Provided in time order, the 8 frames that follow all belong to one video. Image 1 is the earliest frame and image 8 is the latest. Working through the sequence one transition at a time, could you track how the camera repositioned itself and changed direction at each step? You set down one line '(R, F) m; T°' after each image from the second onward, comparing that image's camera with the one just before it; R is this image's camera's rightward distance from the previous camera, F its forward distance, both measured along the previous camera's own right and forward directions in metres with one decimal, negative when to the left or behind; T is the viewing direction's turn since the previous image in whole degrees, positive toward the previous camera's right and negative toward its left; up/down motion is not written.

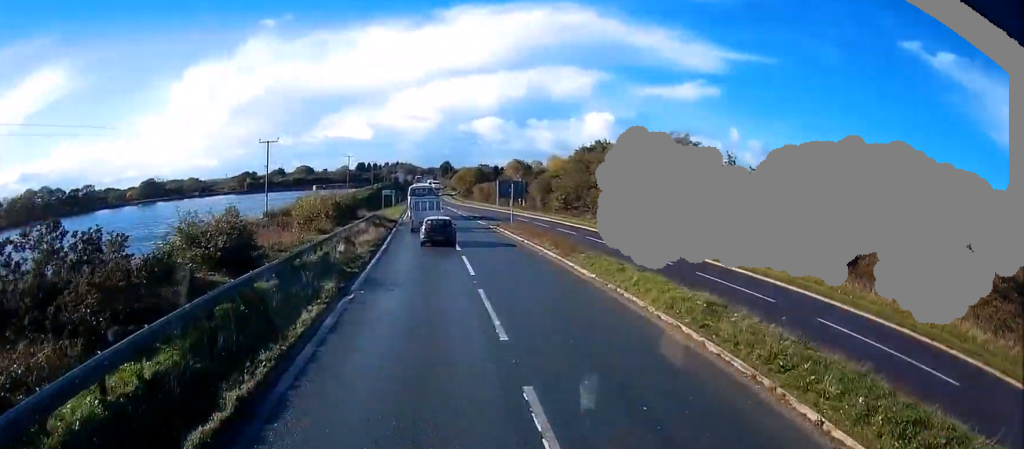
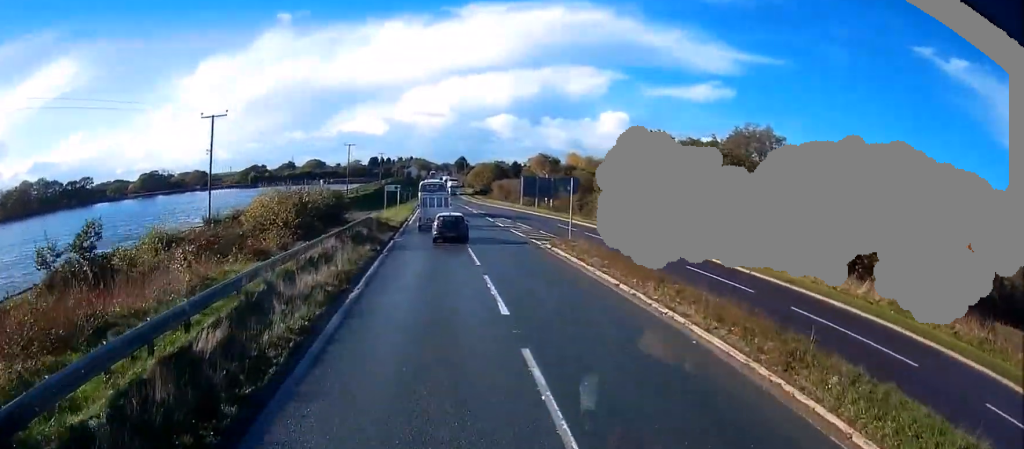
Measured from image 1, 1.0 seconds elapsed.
(-0.8, +15.2) m; -3°
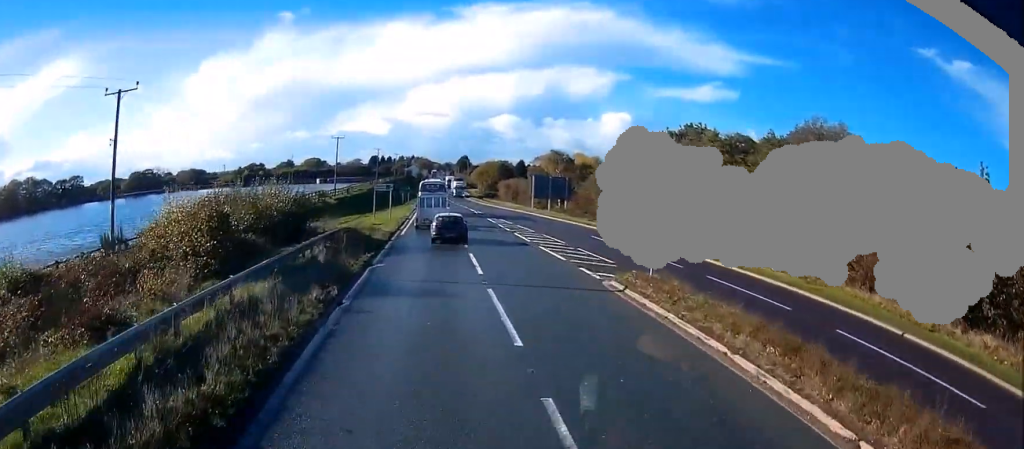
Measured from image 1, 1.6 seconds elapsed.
(0.0, +10.8) m; 0°
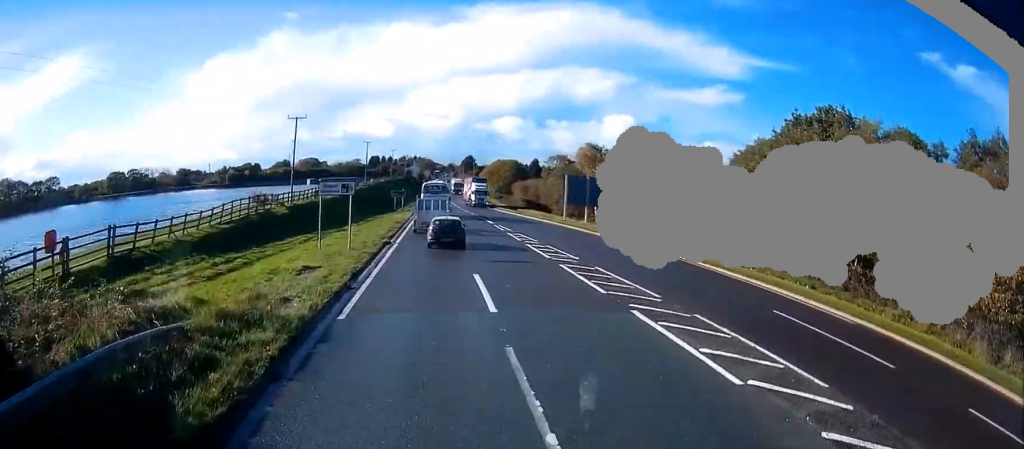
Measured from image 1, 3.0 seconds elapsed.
(+0.1, +23.7) m; -1°
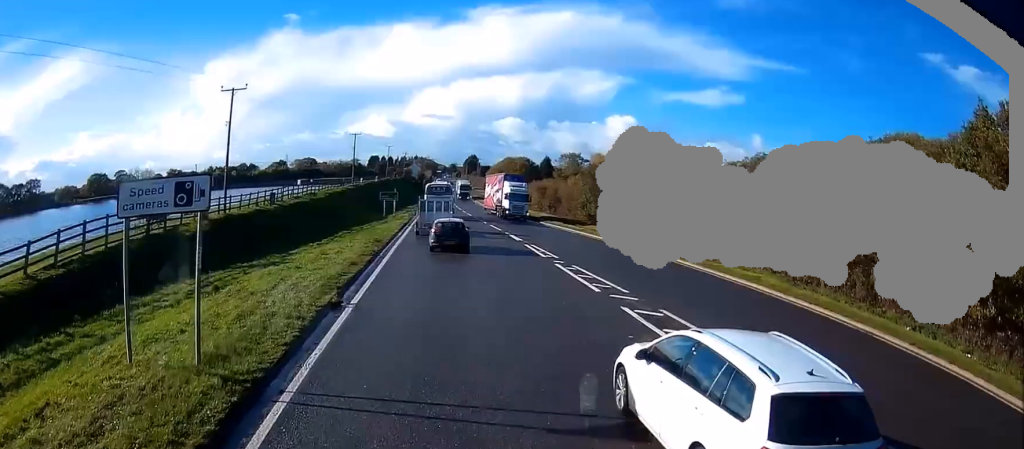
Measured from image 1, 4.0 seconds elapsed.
(-0.4, +17.1) m; -2°
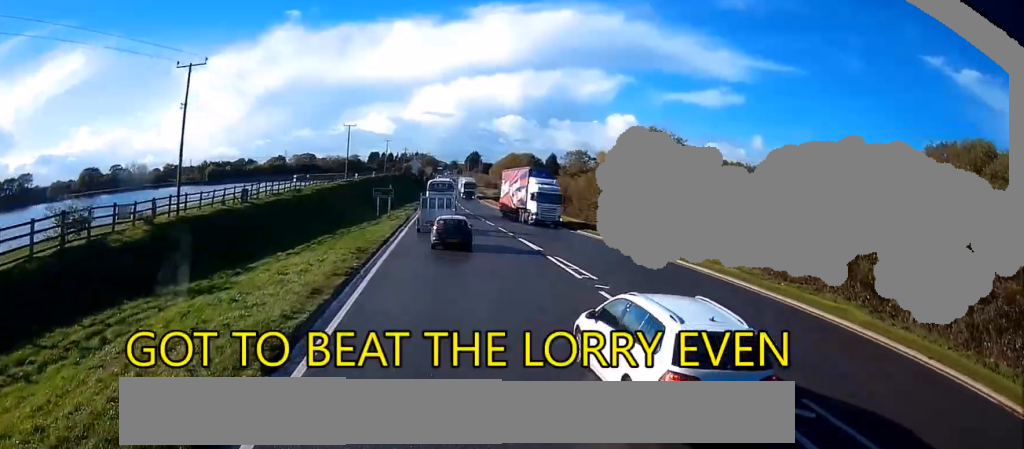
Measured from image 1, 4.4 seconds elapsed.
(-0.2, +6.9) m; -1°
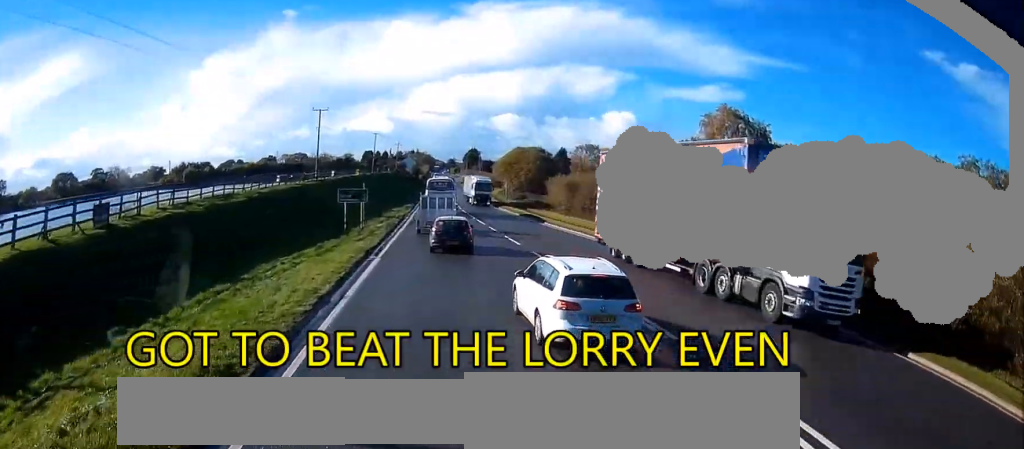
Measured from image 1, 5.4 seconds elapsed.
(+0.2, +17.4) m; 0°
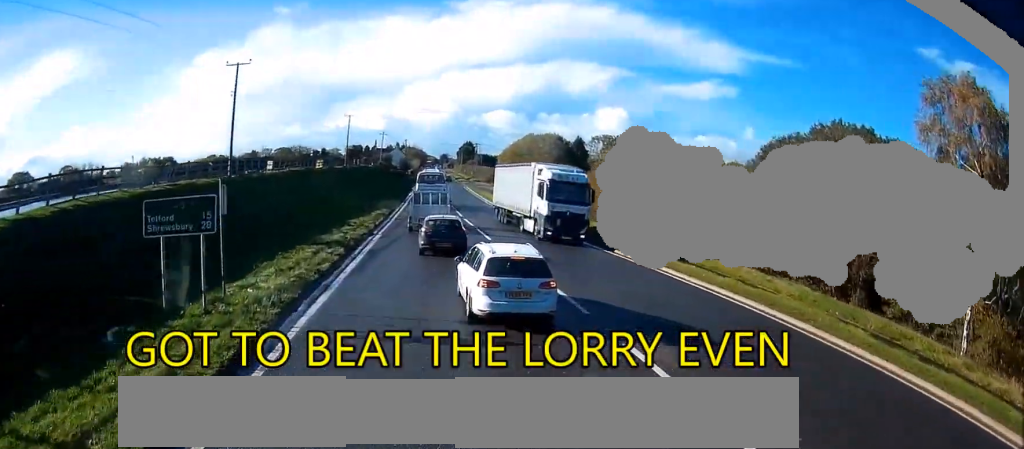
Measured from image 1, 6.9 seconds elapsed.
(-0.2, +24.9) m; +1°
